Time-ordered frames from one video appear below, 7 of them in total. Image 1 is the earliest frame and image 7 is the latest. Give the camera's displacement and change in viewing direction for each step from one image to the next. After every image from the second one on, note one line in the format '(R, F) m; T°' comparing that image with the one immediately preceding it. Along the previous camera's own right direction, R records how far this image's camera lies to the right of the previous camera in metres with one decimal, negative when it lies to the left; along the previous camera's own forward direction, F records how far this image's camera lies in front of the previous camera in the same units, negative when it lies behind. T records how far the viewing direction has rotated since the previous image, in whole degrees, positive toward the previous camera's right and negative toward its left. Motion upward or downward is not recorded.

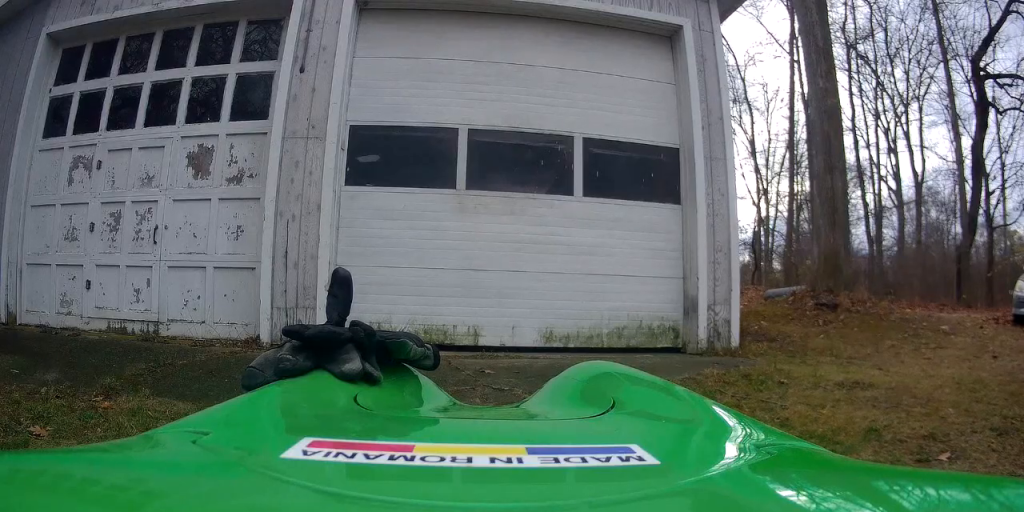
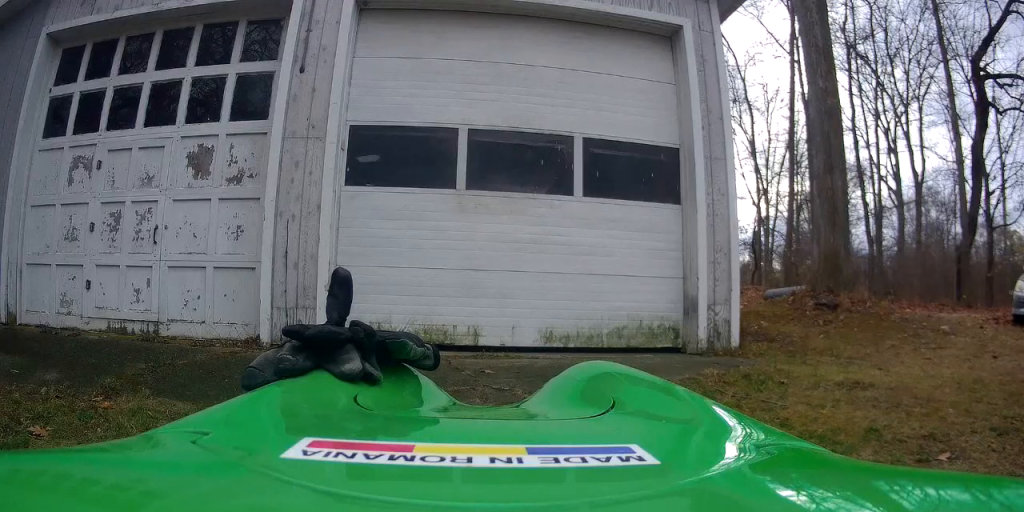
(0.0, 0.0) m; 0°
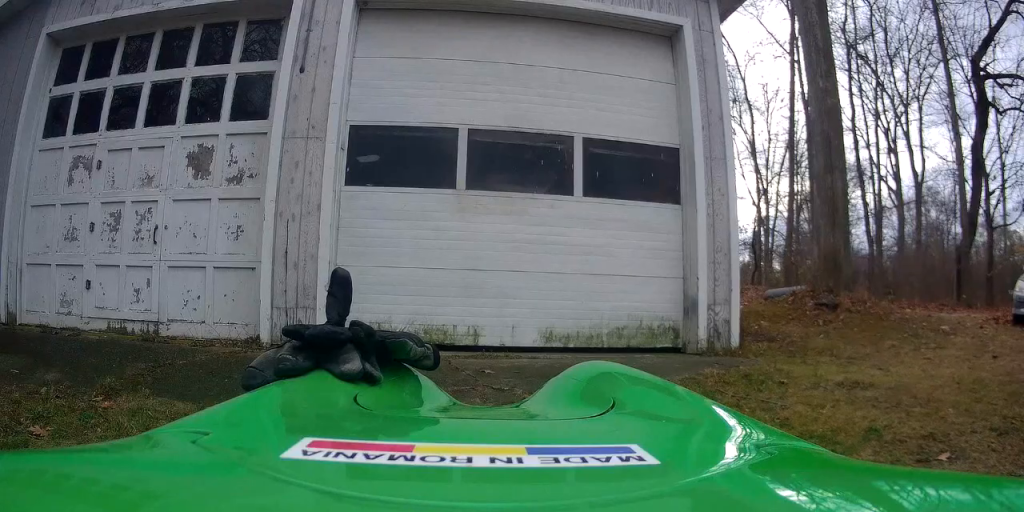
(0.0, 0.0) m; 0°
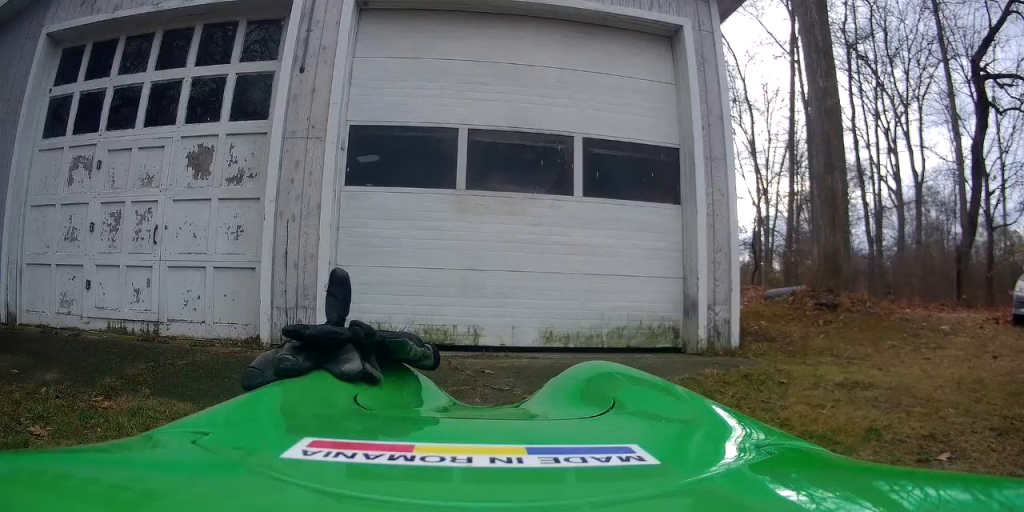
(0.0, 0.0) m; 0°
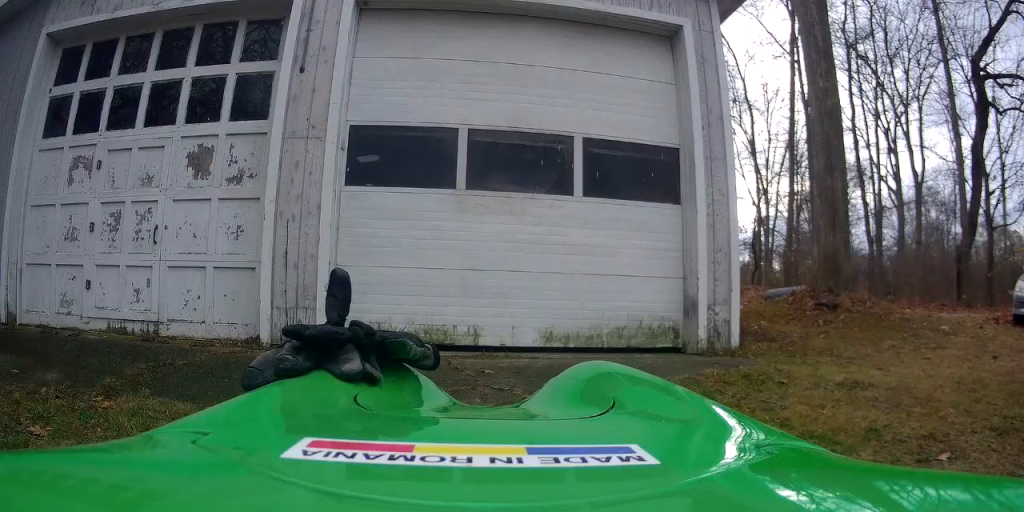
(0.0, 0.0) m; 0°
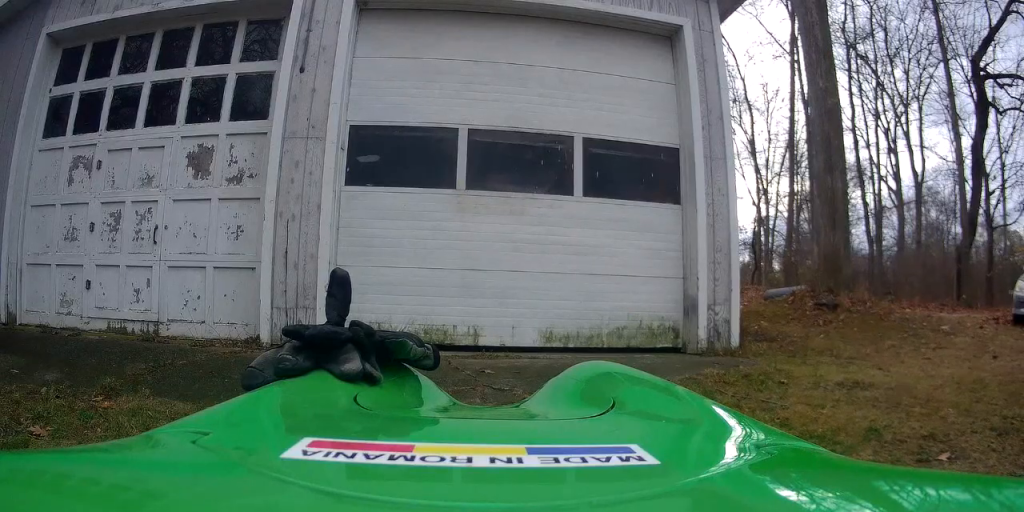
(0.0, 0.0) m; 0°
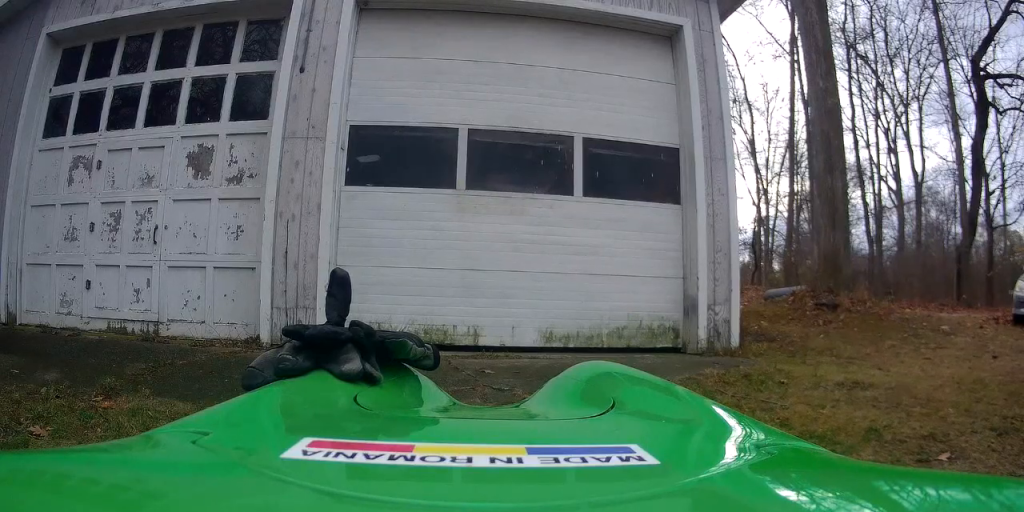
(0.0, 0.0) m; 0°
